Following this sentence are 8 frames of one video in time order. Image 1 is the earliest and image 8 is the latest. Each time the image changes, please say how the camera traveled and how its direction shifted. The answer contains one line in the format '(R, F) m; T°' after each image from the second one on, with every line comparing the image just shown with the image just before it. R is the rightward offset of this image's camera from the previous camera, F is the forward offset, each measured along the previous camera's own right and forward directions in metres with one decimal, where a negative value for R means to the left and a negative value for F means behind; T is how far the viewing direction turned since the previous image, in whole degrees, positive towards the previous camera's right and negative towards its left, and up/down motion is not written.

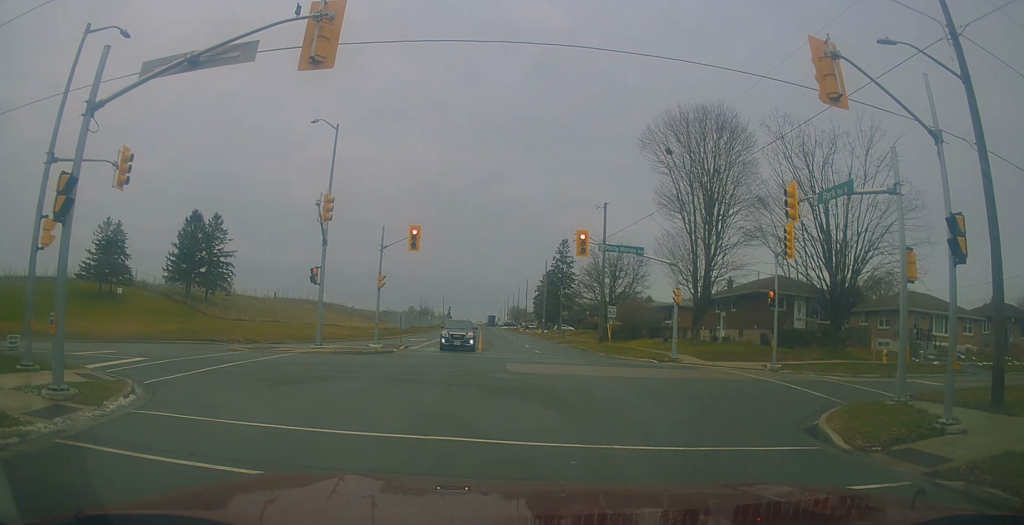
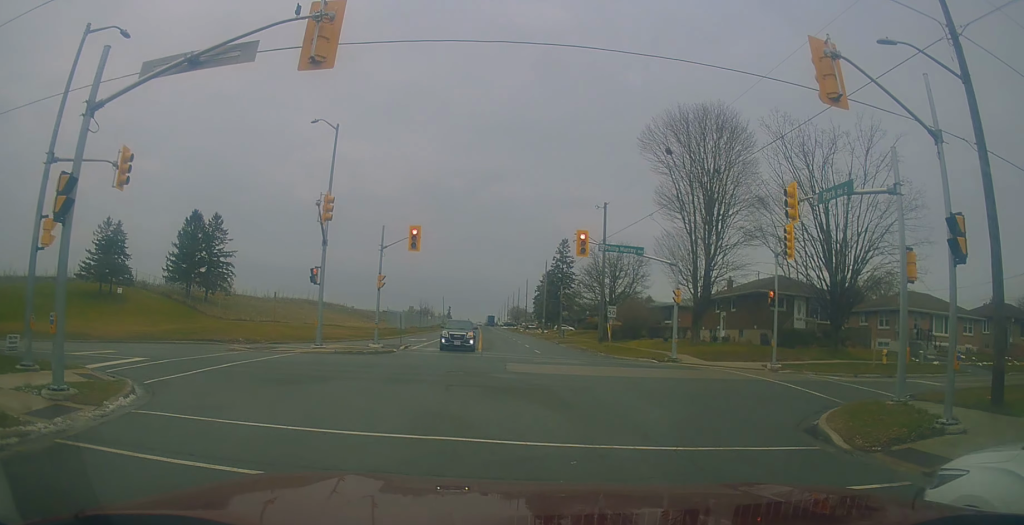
(0.0, 0.0) m; 0°
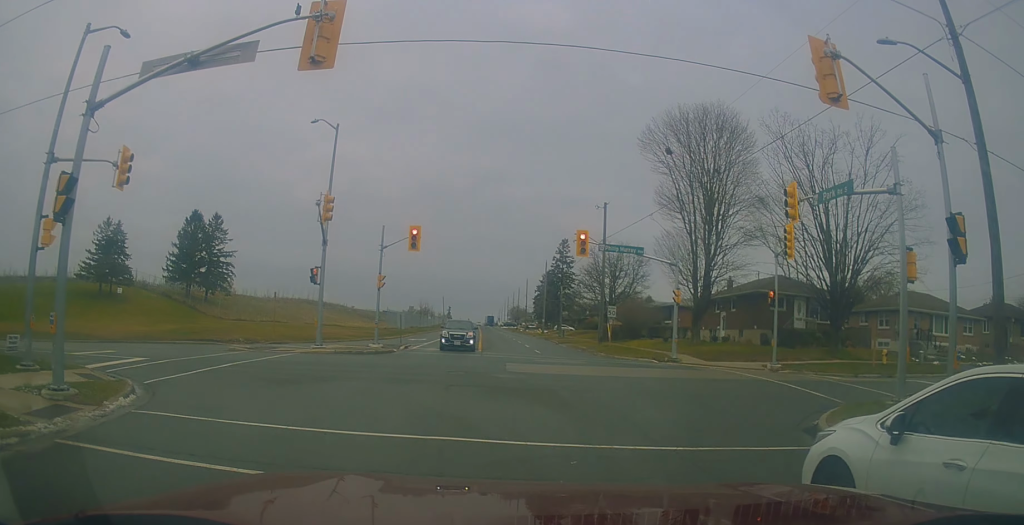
(0.0, 0.0) m; 0°
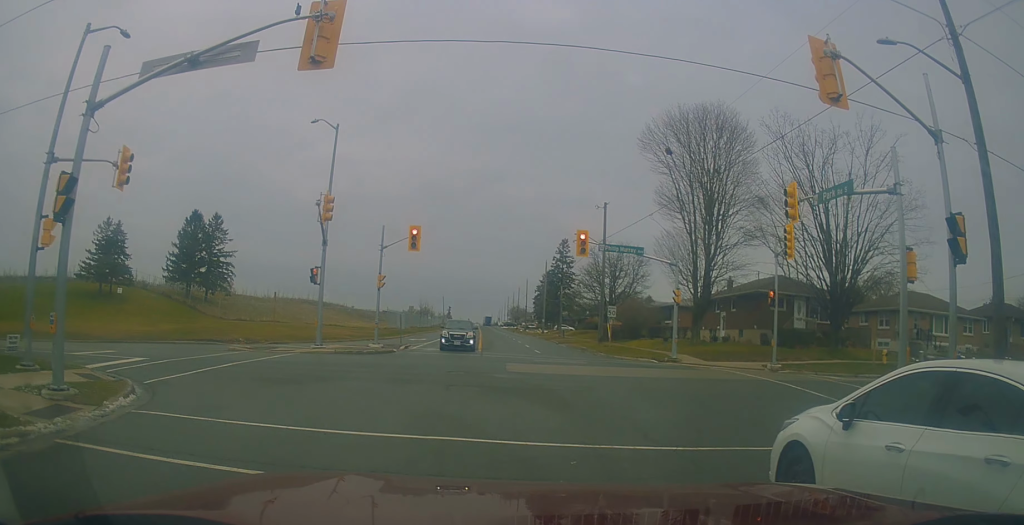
(0.0, 0.0) m; 0°
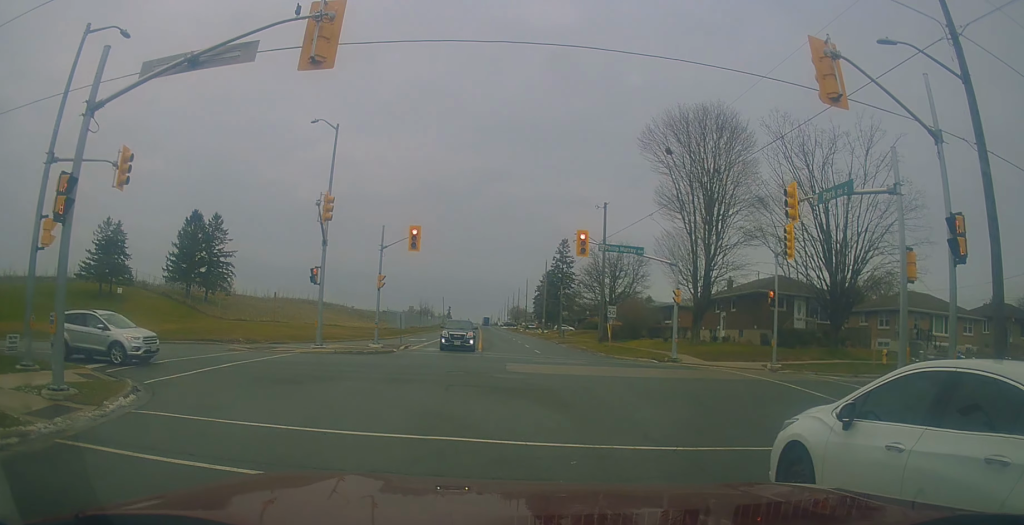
(0.0, 0.0) m; 0°
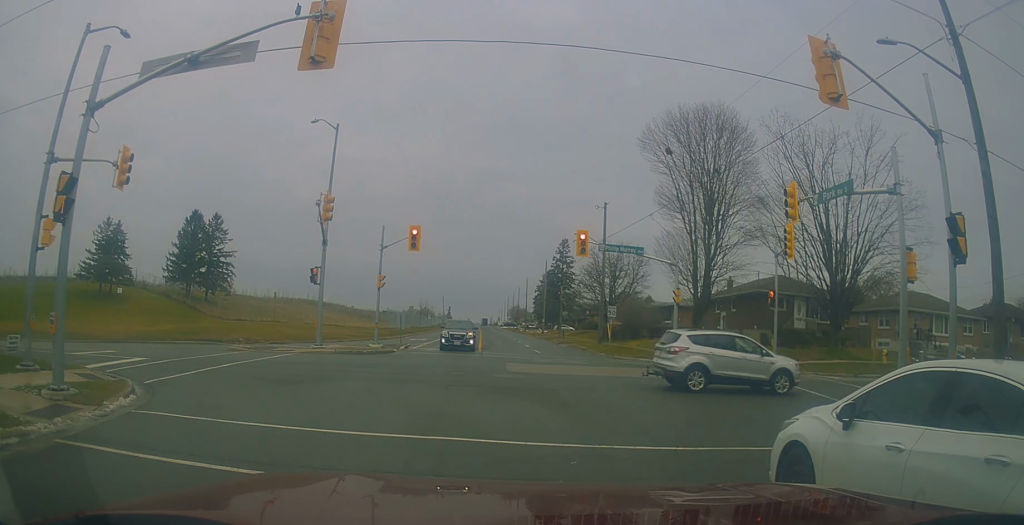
(0.0, 0.0) m; 0°
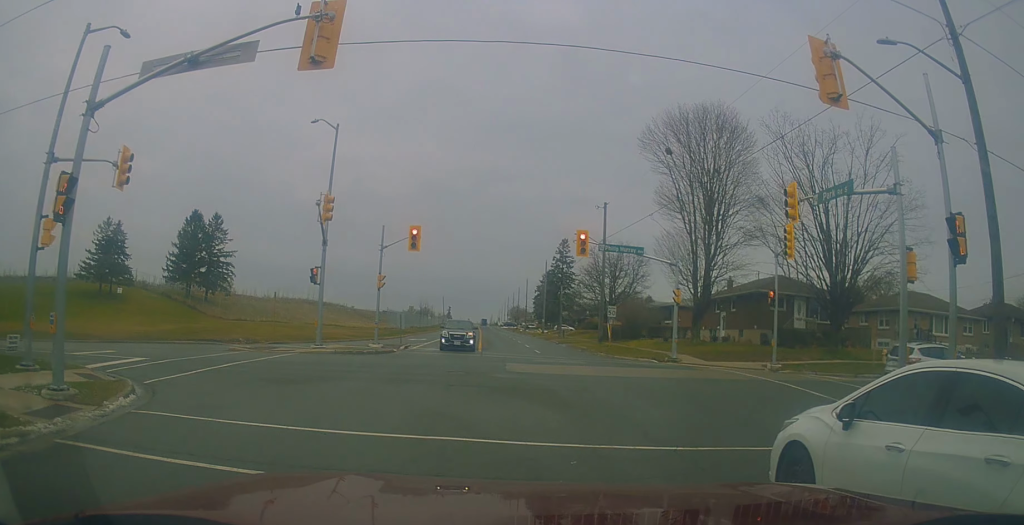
(0.0, 0.0) m; 0°
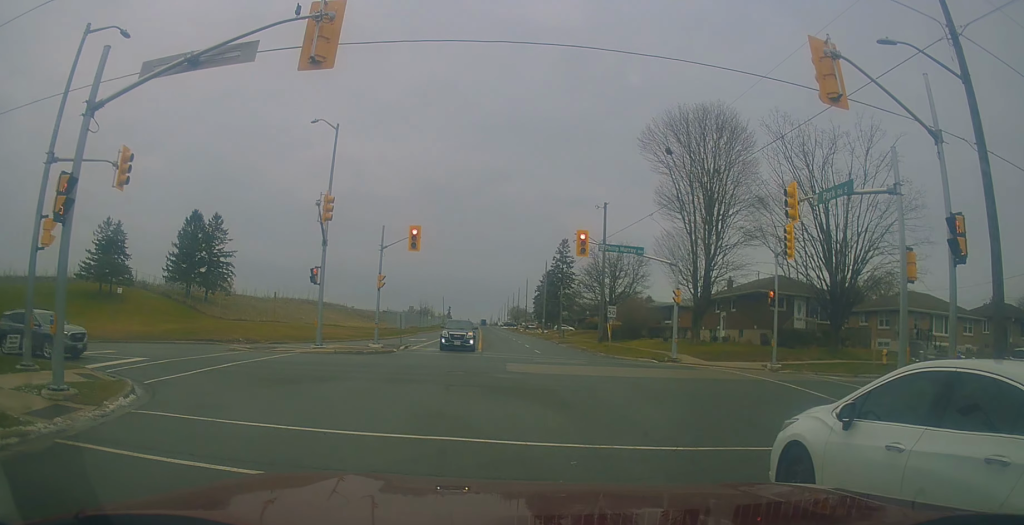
(0.0, 0.0) m; 0°
